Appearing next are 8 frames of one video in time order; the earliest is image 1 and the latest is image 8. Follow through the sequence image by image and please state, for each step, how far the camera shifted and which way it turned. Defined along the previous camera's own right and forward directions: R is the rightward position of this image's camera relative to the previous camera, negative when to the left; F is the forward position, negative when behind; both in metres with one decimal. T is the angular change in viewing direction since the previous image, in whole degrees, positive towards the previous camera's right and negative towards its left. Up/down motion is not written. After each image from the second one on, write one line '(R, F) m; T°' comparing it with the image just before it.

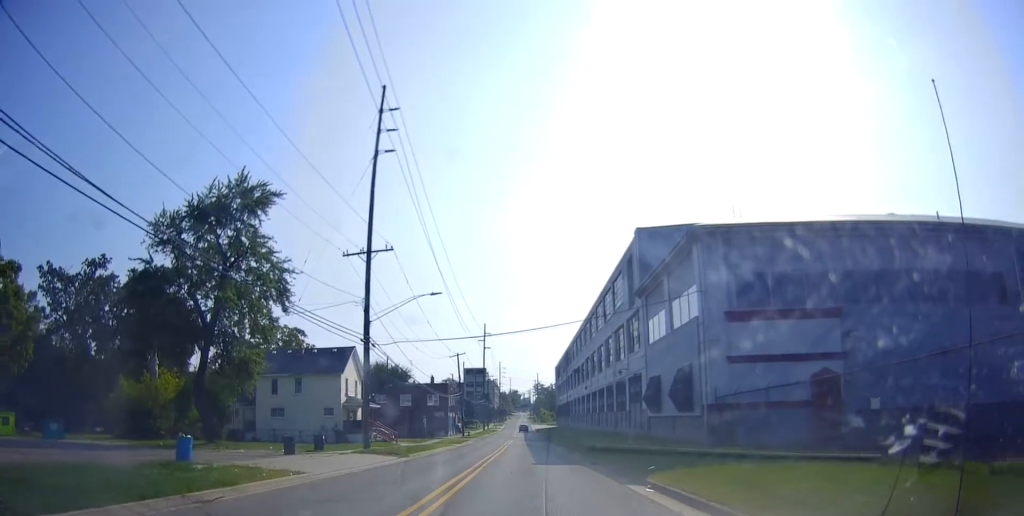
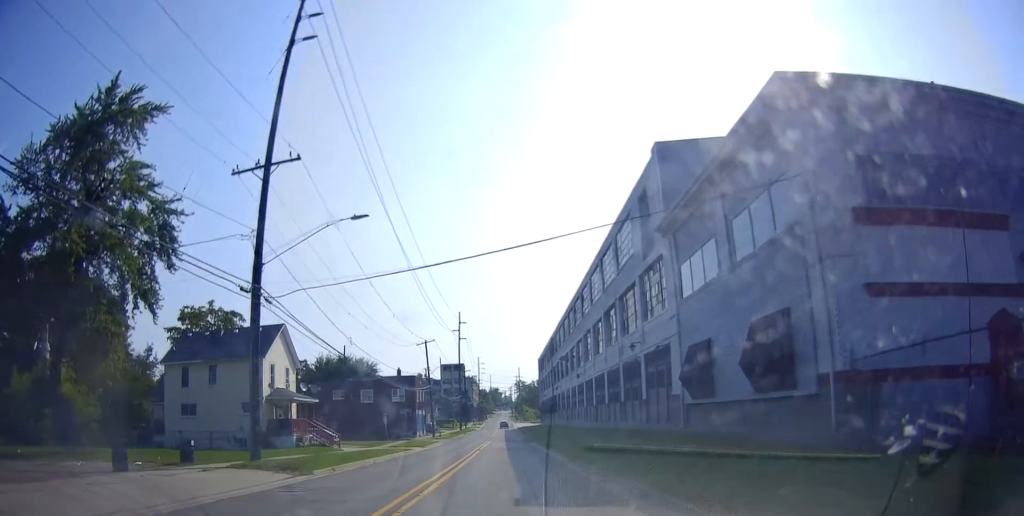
(0.0, +12.3) m; 0°
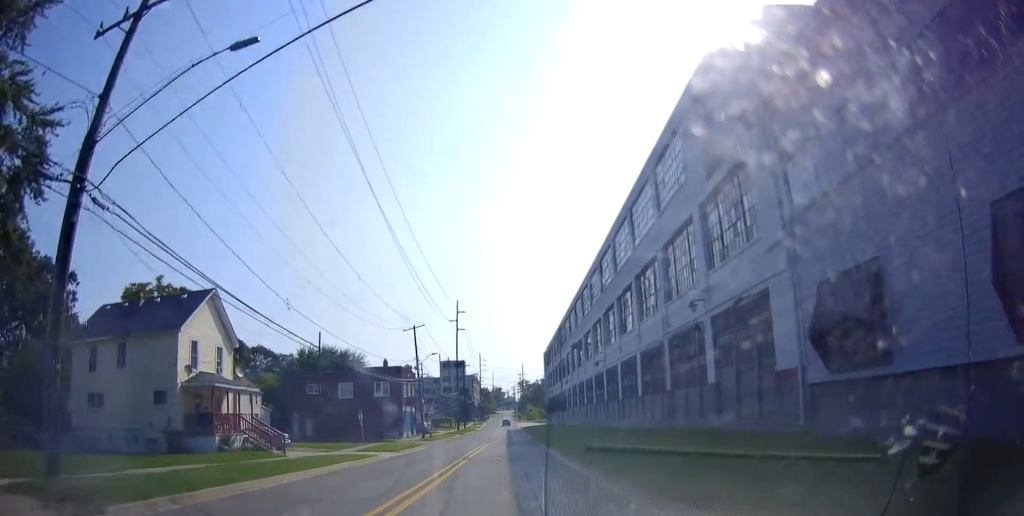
(0.0, +10.9) m; 0°
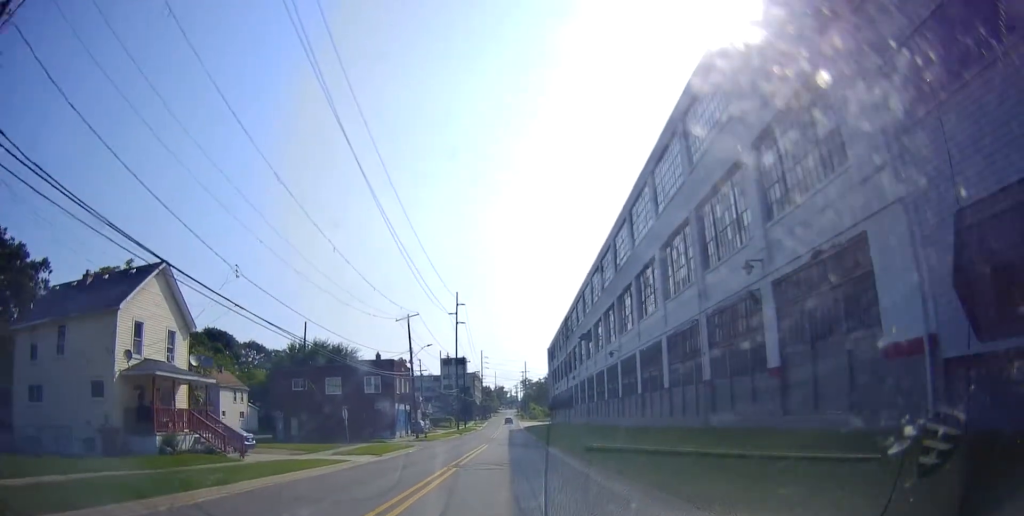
(0.0, +5.4) m; 0°
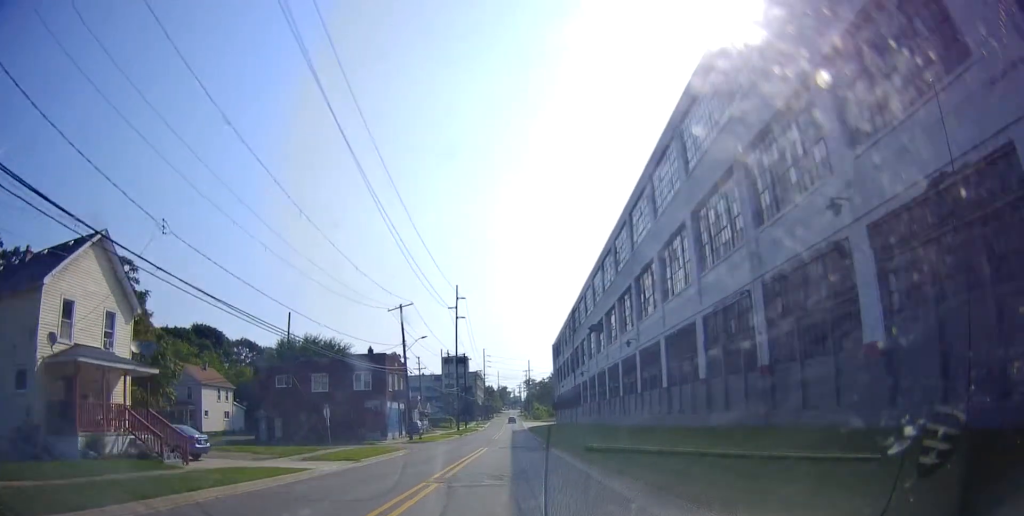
(0.0, +5.4) m; 0°
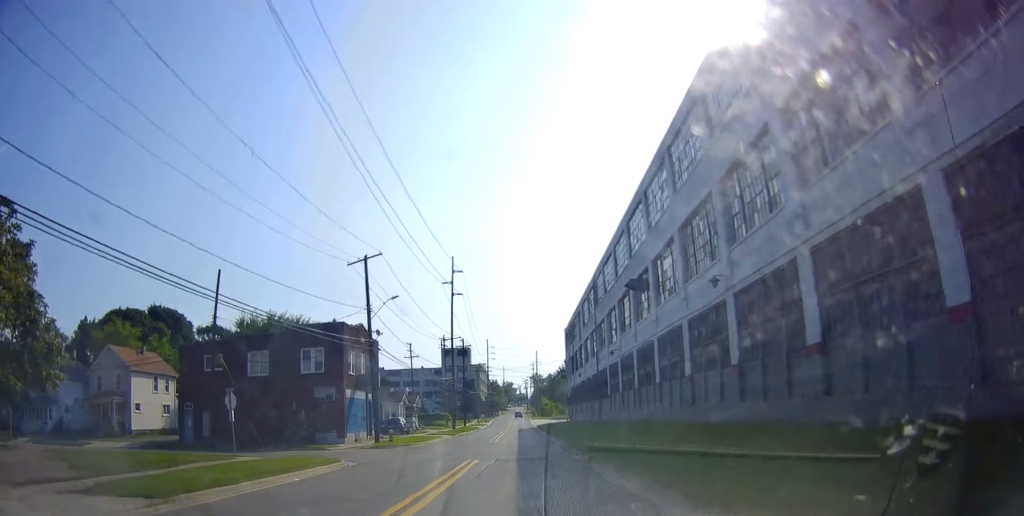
(0.0, +15.3) m; 0°
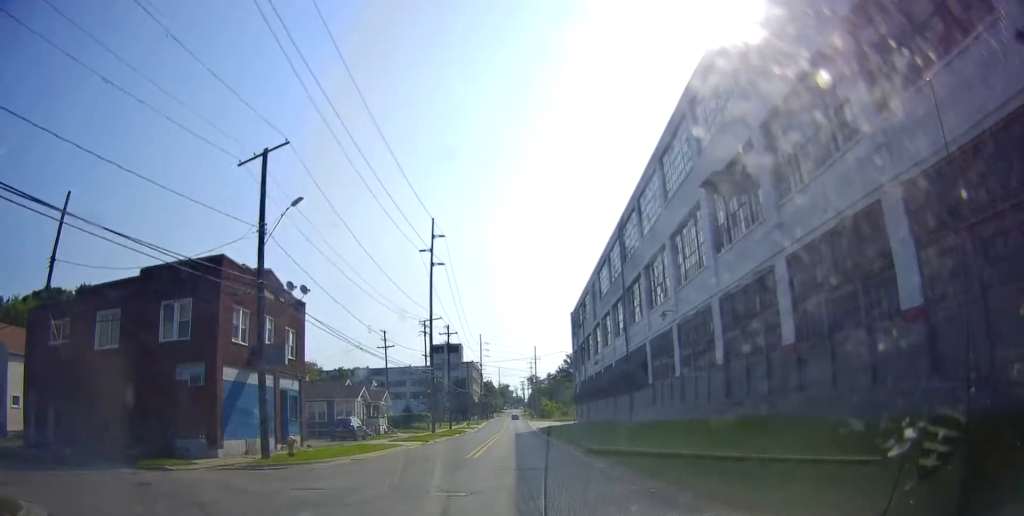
(-0.2, +17.4) m; -2°
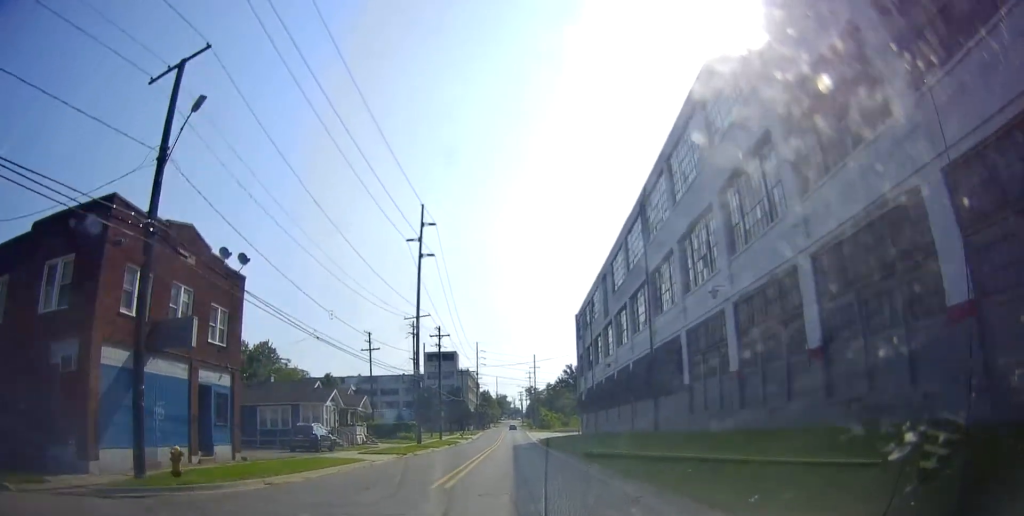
(-0.3, +8.0) m; 0°
